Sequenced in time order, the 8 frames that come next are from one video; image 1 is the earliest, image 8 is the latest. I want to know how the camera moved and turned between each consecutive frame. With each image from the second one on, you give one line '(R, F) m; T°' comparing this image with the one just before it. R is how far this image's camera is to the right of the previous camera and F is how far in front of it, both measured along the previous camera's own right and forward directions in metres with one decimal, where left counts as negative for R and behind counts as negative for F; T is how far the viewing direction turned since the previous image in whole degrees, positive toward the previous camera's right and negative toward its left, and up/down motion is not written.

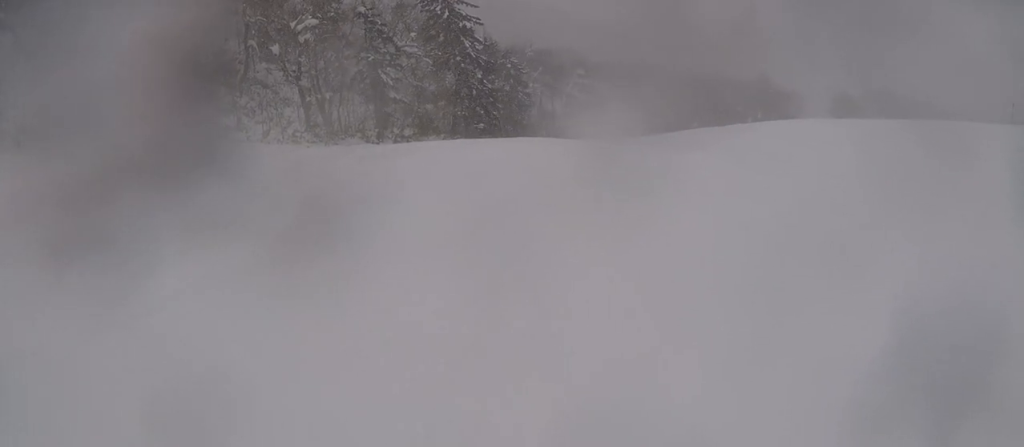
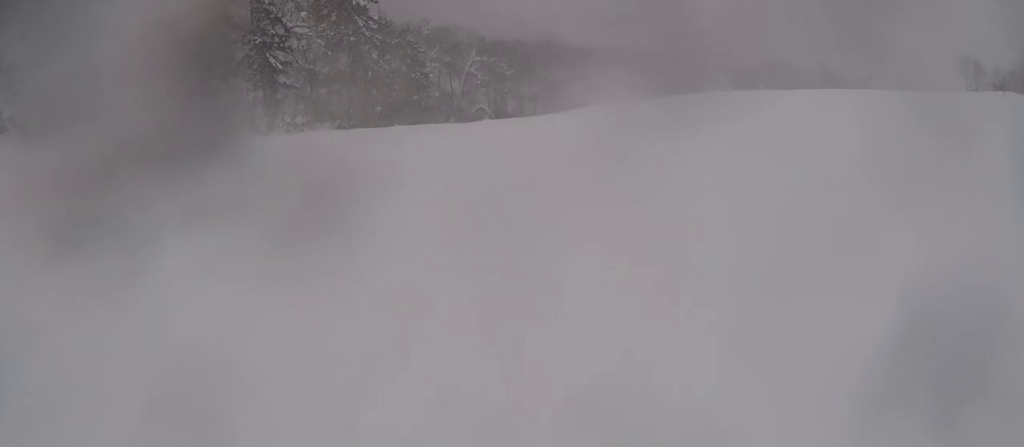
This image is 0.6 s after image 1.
(+0.2, +3.3) m; +7°
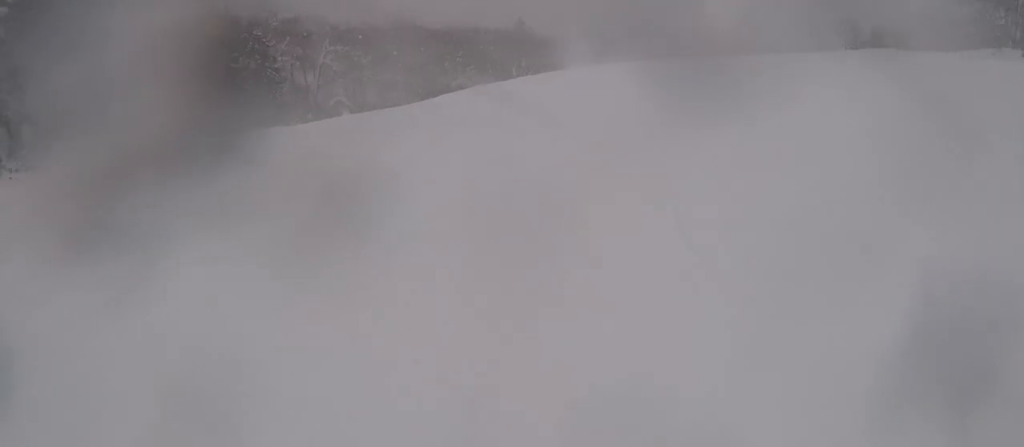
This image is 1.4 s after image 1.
(+0.2, +4.7) m; +9°
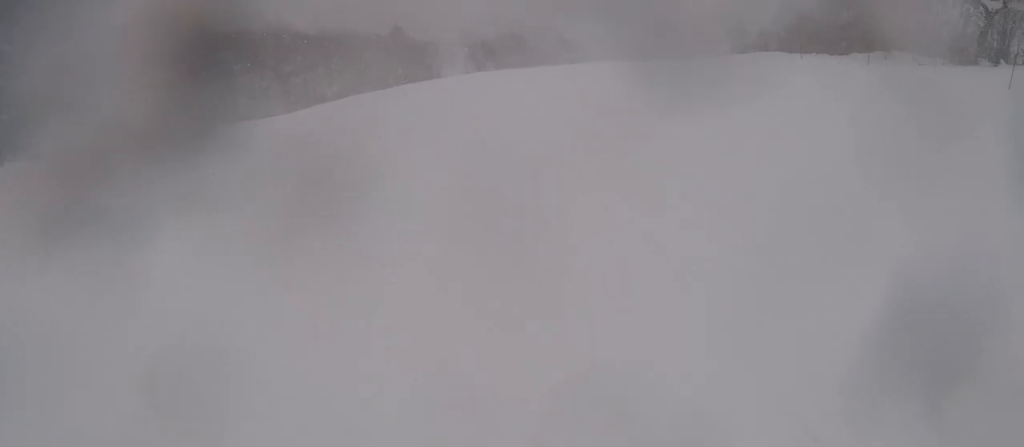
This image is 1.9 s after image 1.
(+0.4, +3.3) m; +7°
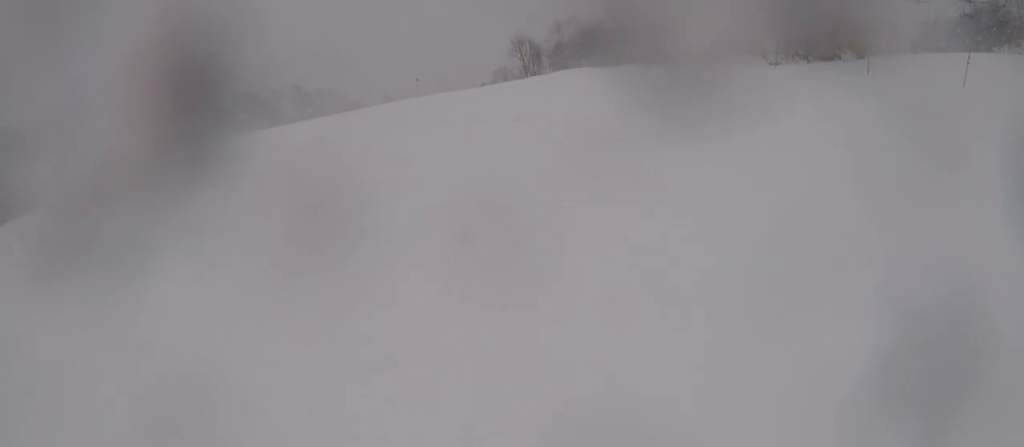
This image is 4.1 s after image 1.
(+4.4, +12.7) m; +35°
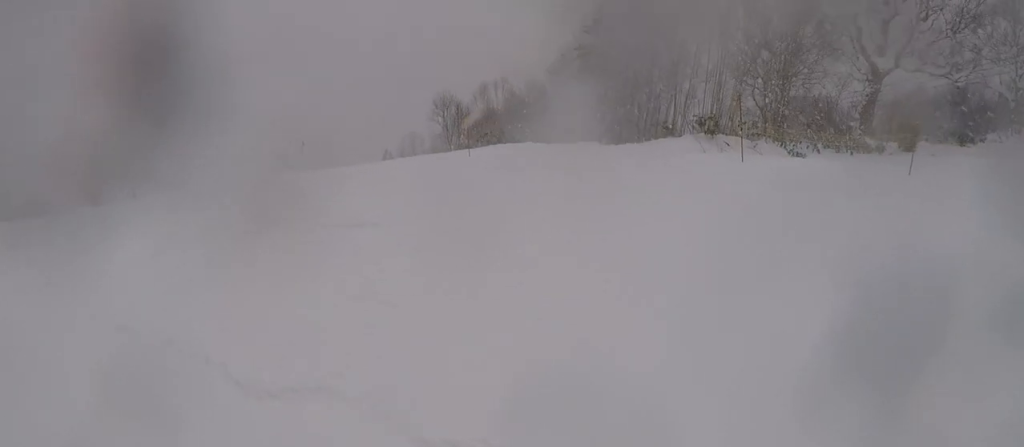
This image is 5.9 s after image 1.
(-1.9, +12.7) m; -23°
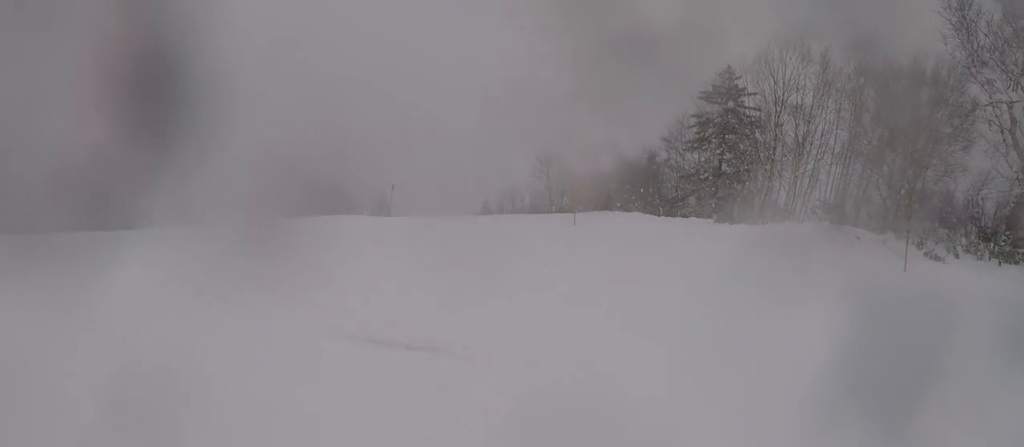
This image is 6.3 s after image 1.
(-0.2, +2.9) m; -6°
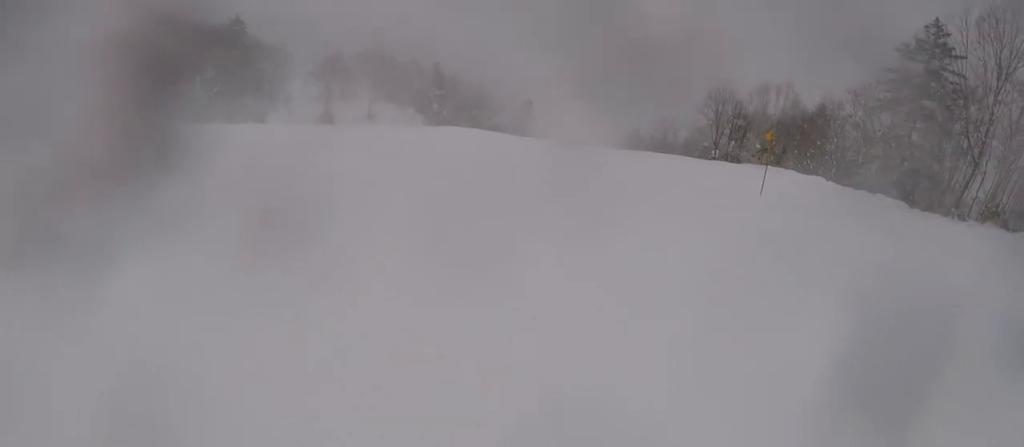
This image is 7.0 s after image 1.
(-0.3, +4.7) m; -8°
